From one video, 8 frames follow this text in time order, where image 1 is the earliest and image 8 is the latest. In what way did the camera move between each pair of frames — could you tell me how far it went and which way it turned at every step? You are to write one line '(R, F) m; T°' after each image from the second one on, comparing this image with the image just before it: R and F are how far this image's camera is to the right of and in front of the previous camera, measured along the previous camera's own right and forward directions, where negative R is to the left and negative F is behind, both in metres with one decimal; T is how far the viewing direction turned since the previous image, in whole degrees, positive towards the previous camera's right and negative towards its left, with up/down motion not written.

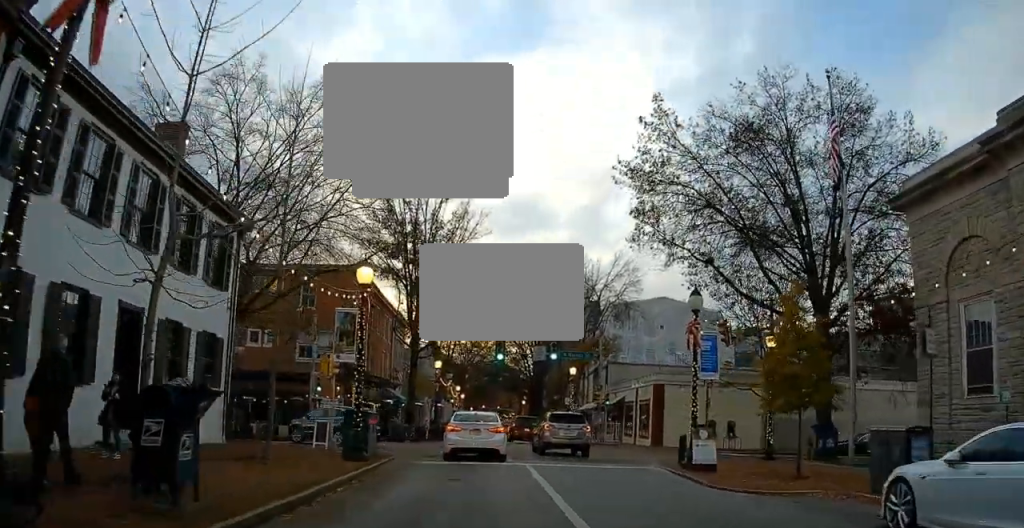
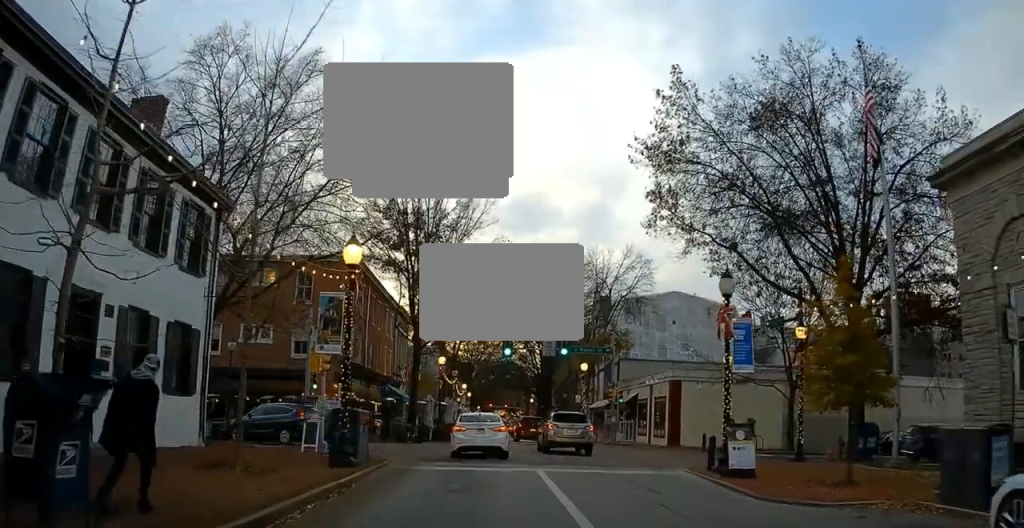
(-0.1, +2.0) m; -3°
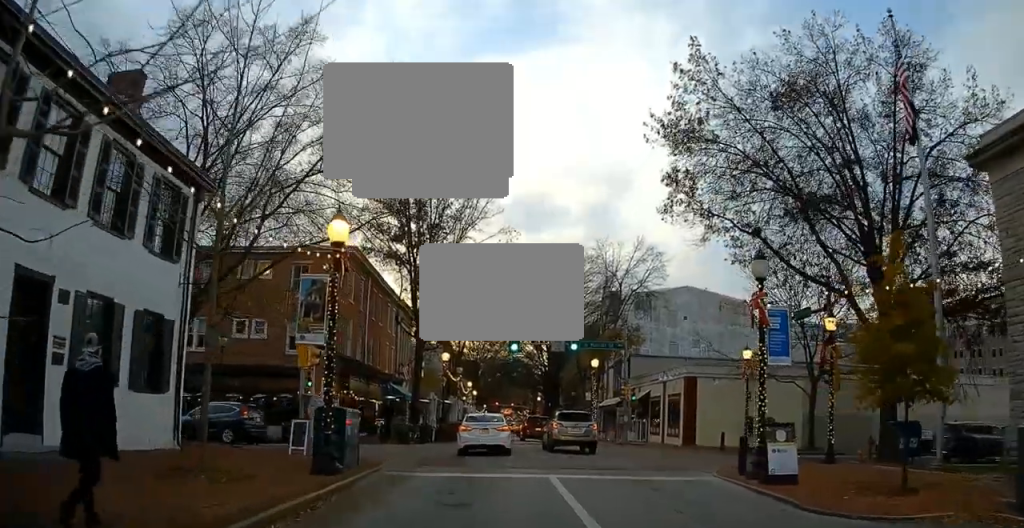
(-0.1, +1.7) m; +1°
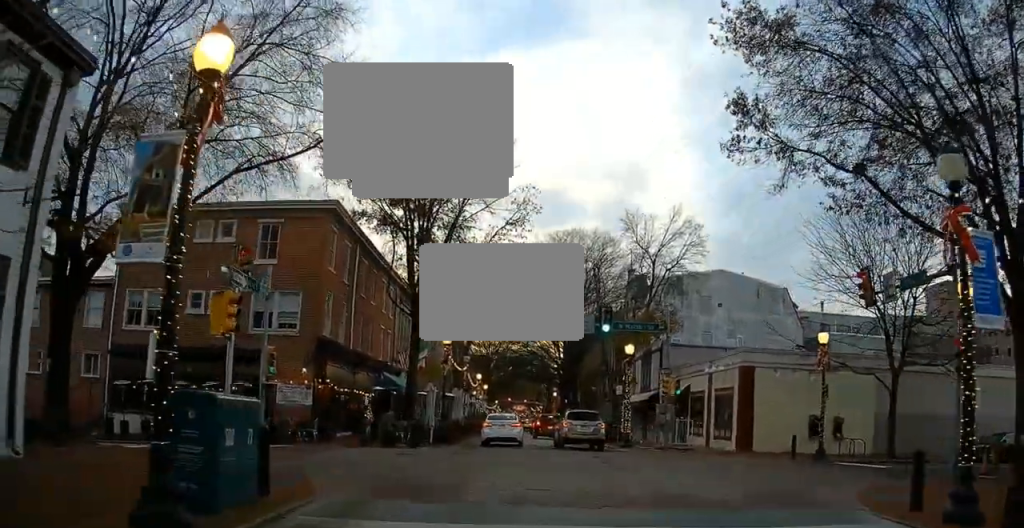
(+0.1, +6.5) m; +1°
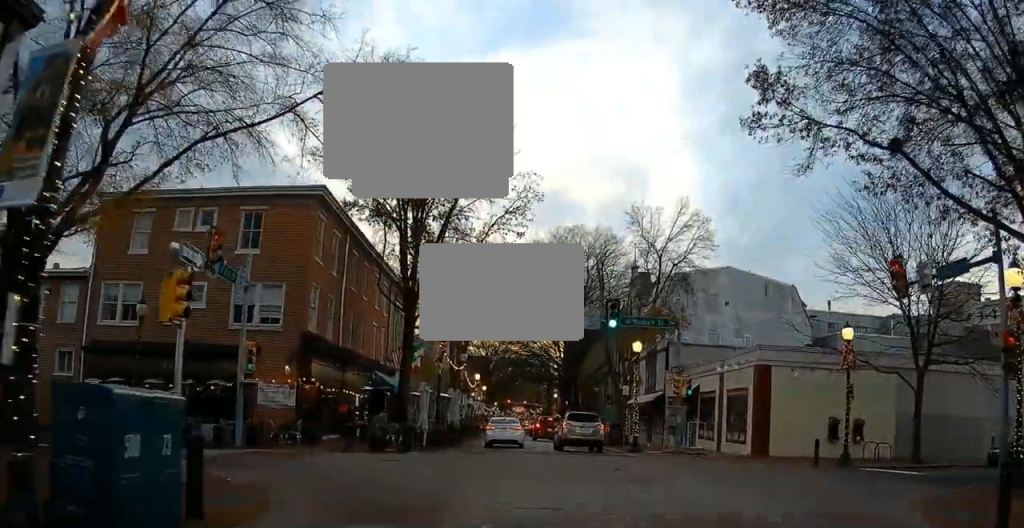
(-0.2, +2.4) m; +2°
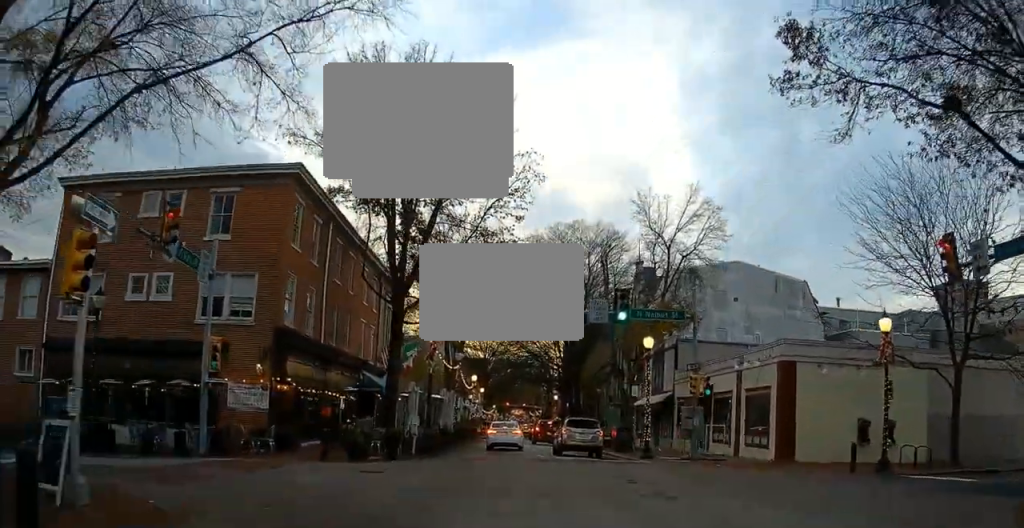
(+0.1, +3.1) m; +3°
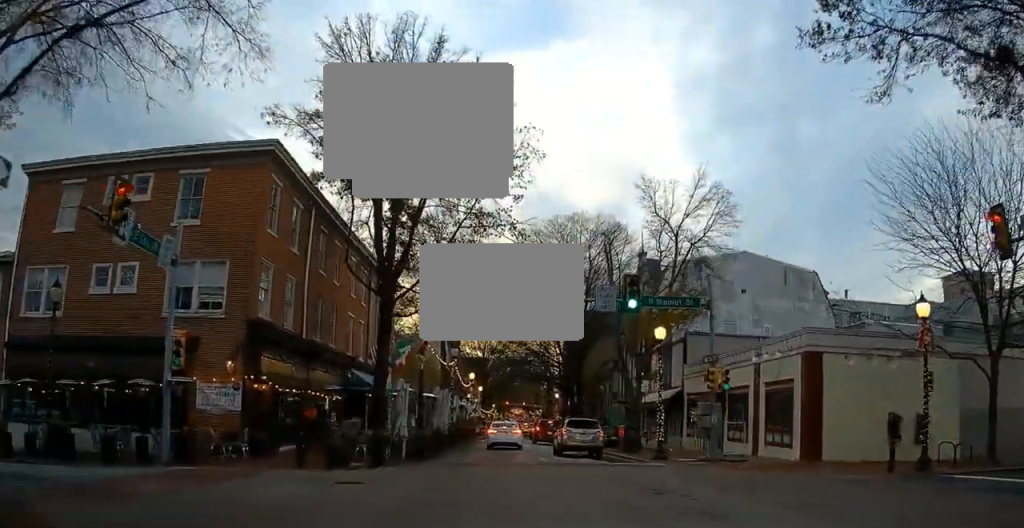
(+0.3, +2.7) m; +2°
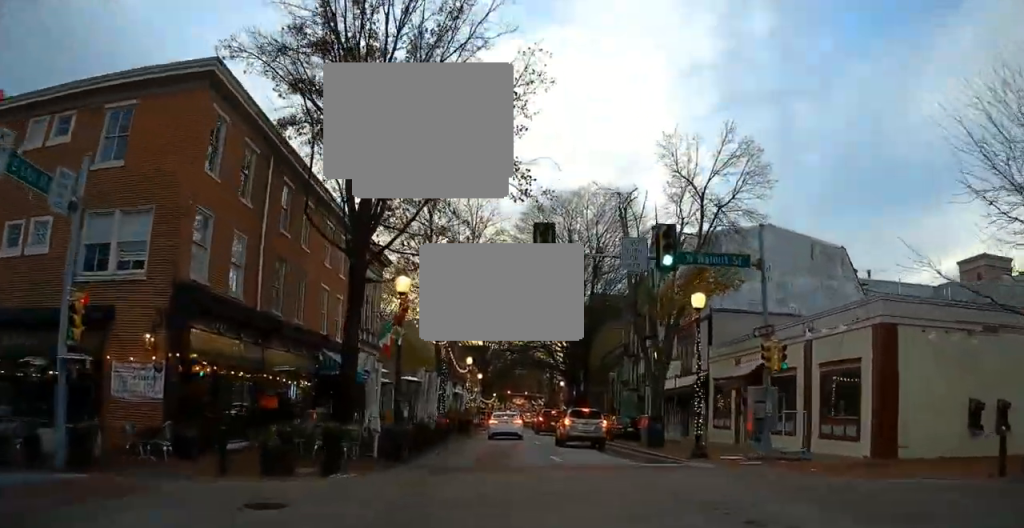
(+0.1, +4.8) m; -1°
